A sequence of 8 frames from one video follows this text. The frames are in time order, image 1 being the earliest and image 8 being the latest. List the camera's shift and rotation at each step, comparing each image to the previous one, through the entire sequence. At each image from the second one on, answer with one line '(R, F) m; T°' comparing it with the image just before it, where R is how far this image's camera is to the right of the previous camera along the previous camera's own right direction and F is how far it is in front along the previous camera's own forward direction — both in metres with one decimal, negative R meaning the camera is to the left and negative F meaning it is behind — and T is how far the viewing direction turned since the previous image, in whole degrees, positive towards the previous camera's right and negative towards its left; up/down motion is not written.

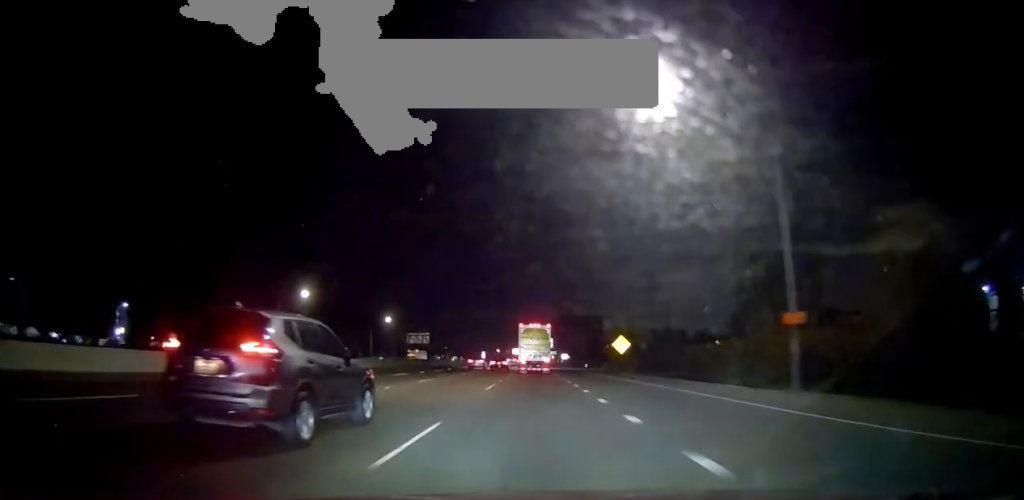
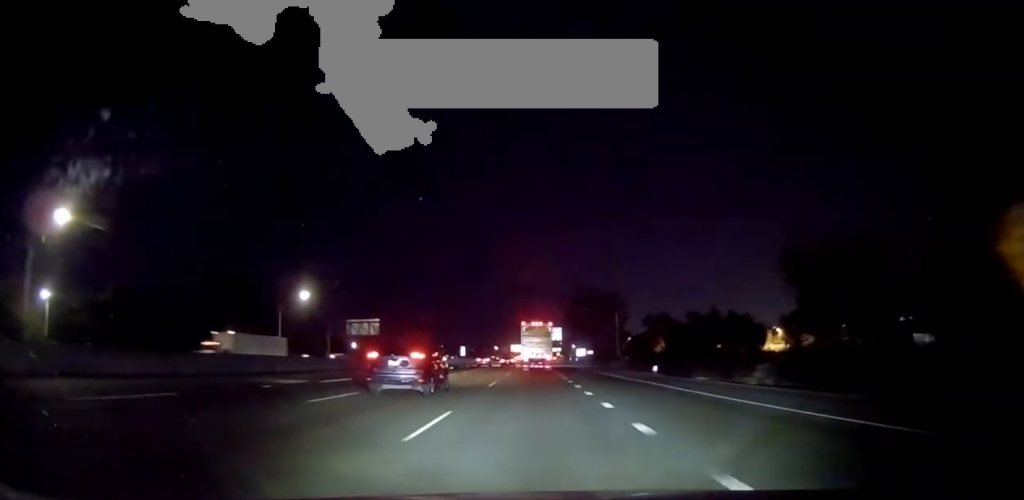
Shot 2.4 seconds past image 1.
(+1.6, +55.6) m; +2°
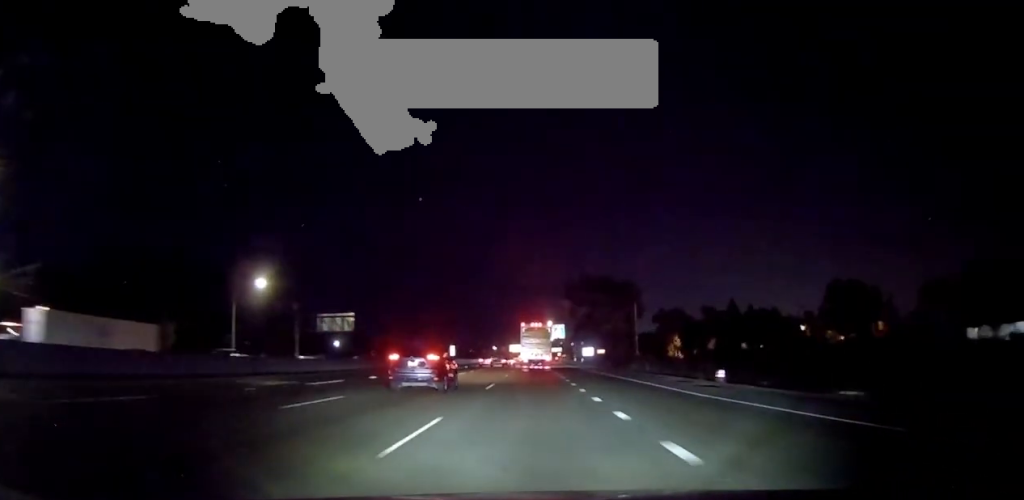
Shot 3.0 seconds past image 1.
(+0.1, +15.7) m; -1°
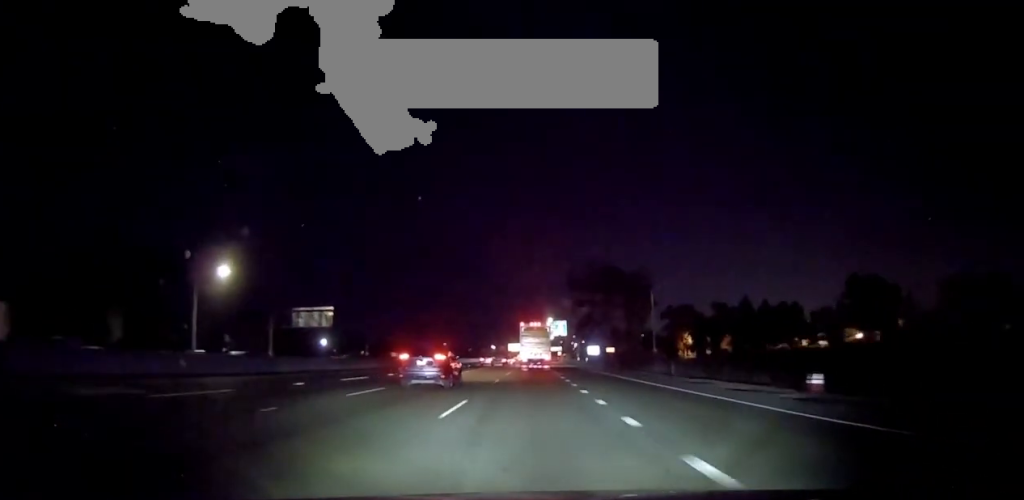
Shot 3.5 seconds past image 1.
(+0.3, +10.2) m; -1°
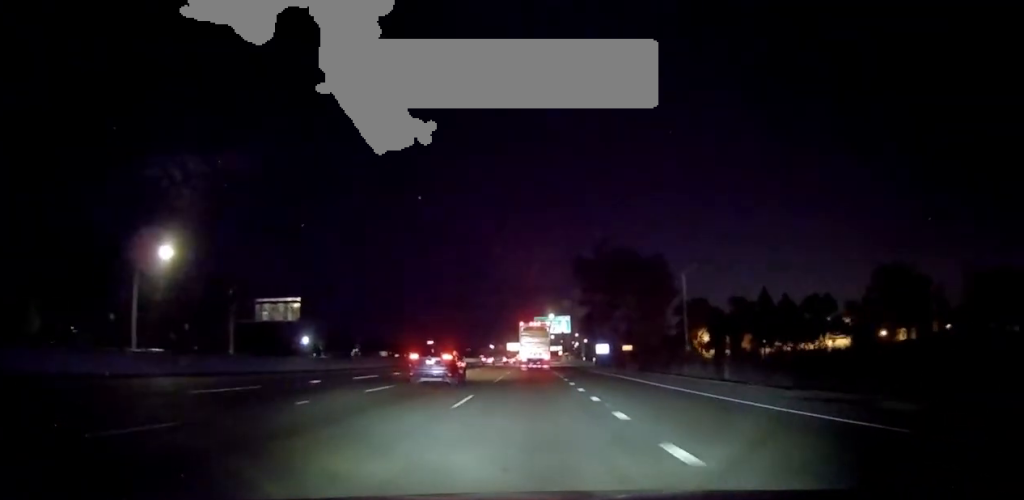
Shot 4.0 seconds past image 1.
(-0.3, +13.3) m; 0°
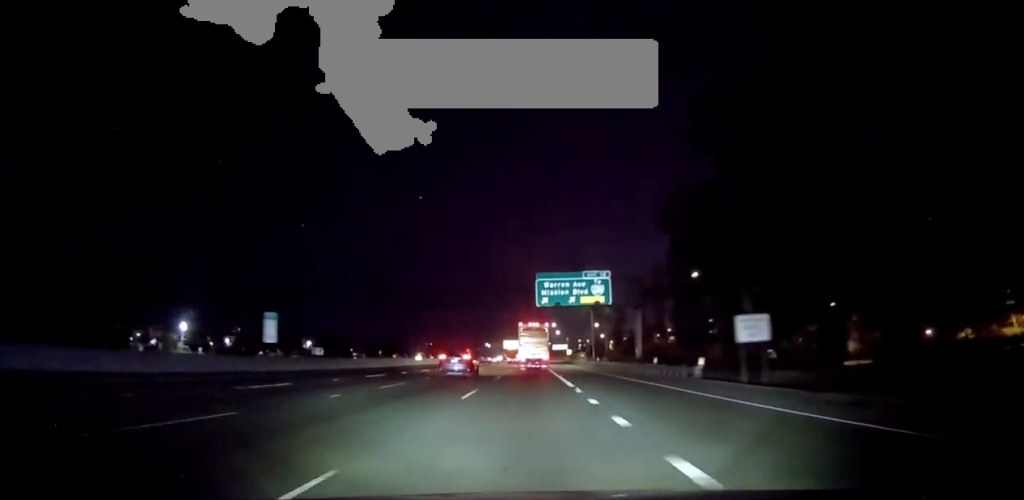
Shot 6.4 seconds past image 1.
(+0.6, +54.6) m; +1°
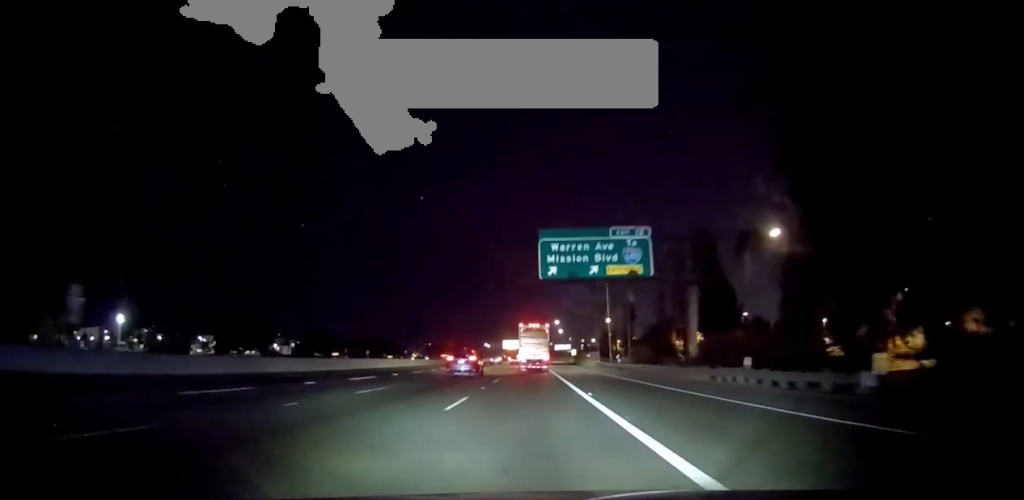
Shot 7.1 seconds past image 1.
(-0.1, +17.1) m; 0°
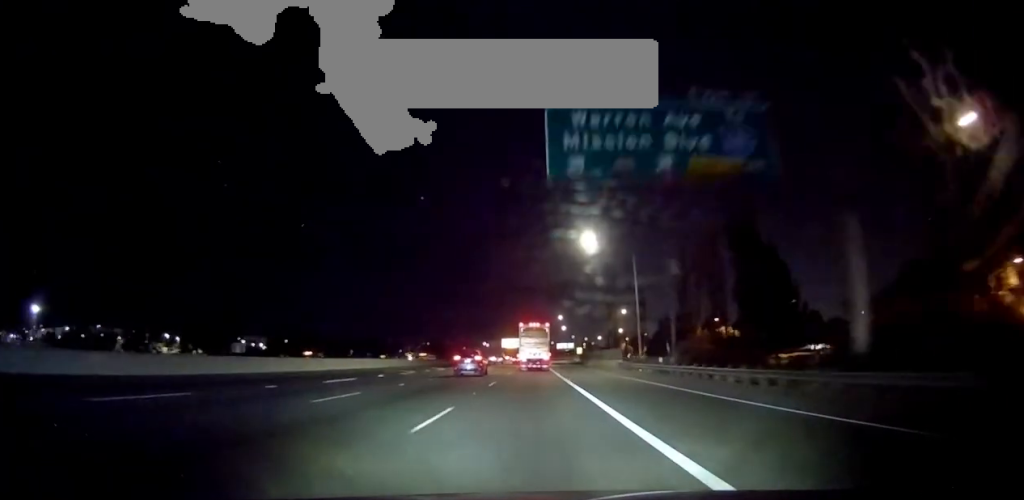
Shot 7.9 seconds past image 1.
(0.0, +17.7) m; +1°
